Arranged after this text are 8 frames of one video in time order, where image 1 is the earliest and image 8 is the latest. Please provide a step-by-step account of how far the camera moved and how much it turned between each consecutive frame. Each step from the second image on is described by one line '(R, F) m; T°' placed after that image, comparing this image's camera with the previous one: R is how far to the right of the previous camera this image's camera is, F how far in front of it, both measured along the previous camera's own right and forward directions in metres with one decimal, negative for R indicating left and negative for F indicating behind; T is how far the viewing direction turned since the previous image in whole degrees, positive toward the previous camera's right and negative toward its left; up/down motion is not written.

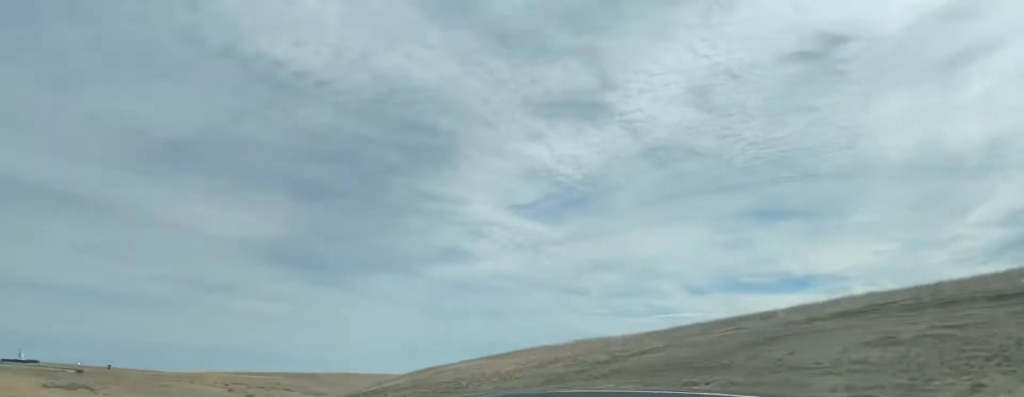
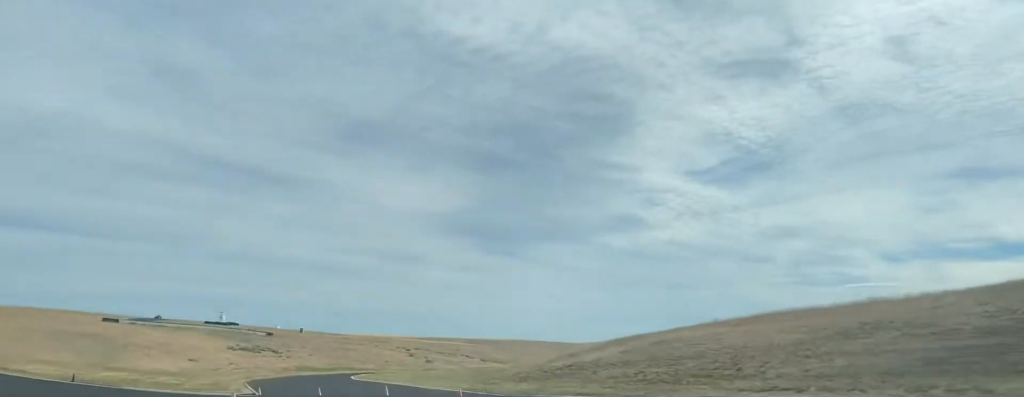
(-2.9, +19.4) m; -18°
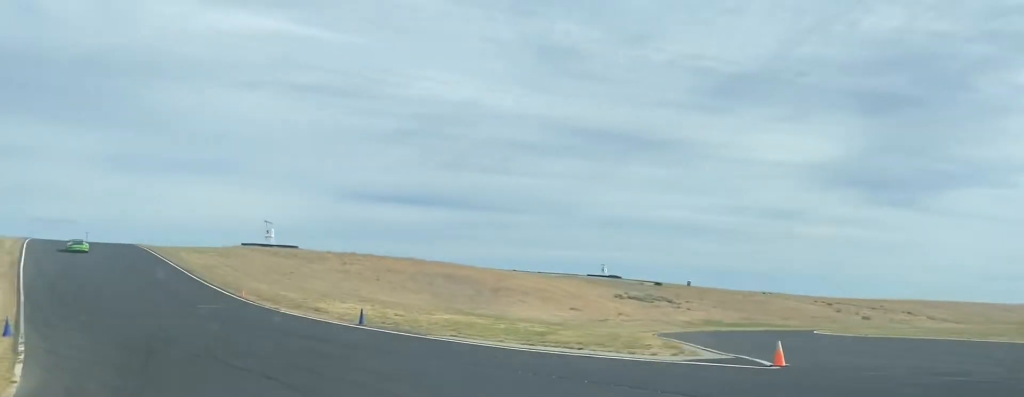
(-16.1, +43.1) m; -36°
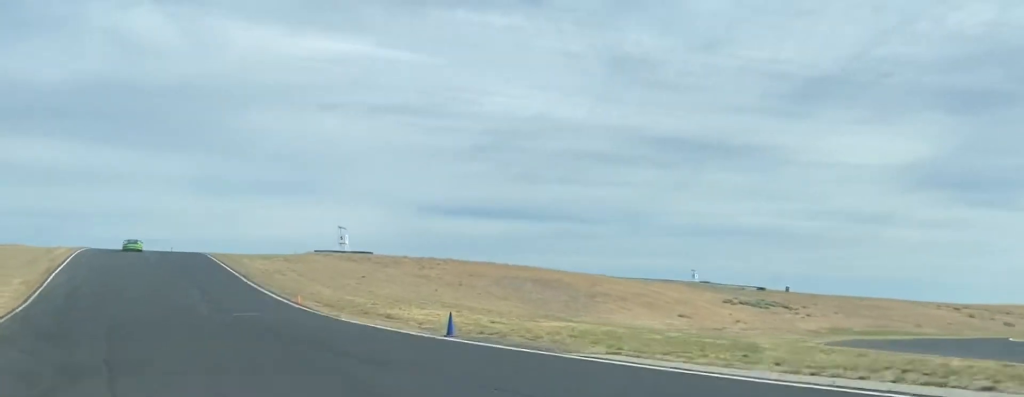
(-0.5, +13.4) m; -7°
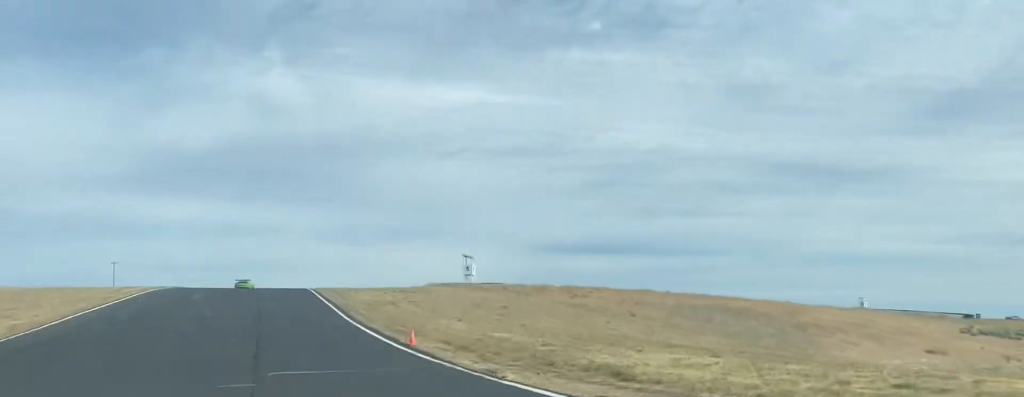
(-3.1, +20.6) m; -7°
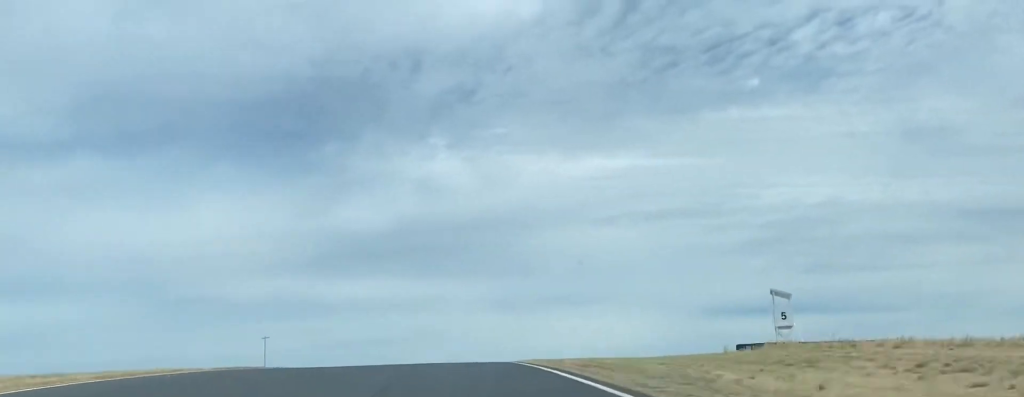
(-3.8, +49.7) m; -6°
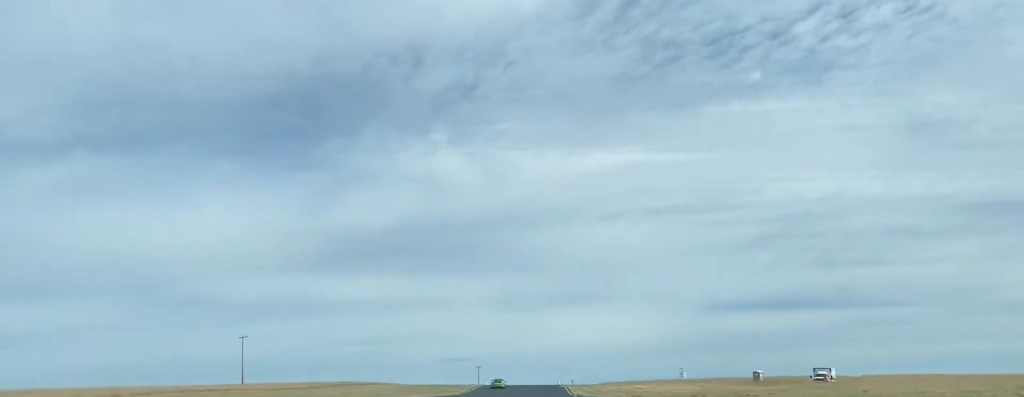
(-0.9, +34.2) m; +2°
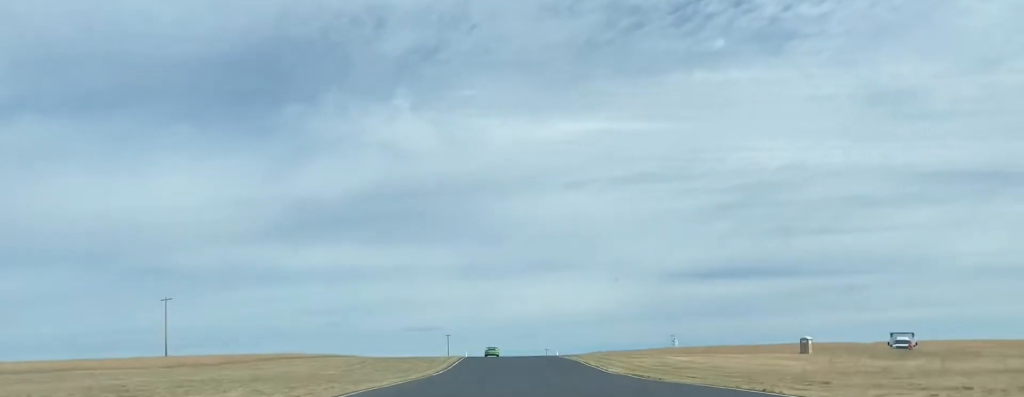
(+1.2, +28.5) m; +4°
